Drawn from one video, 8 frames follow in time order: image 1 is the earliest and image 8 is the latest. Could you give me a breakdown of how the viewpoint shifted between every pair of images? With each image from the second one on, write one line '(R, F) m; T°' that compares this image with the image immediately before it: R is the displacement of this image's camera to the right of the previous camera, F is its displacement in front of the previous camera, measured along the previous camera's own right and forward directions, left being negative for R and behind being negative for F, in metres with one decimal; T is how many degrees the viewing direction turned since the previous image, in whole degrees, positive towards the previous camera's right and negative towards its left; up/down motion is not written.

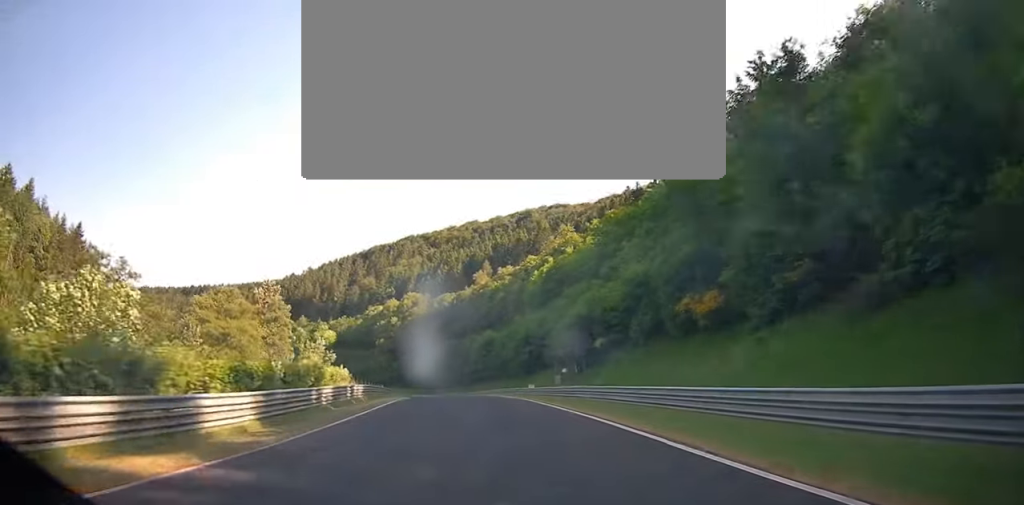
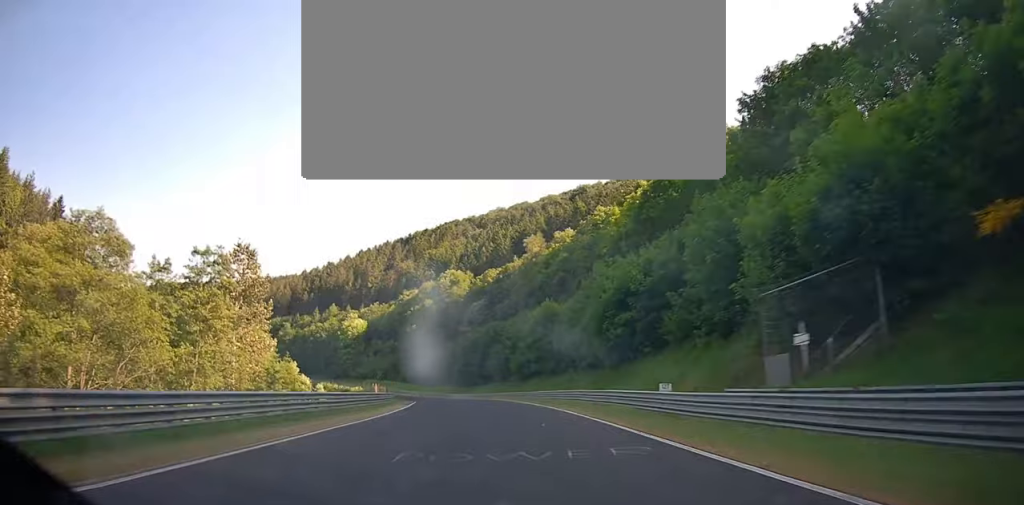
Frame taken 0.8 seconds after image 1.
(-1.1, +33.5) m; -3°
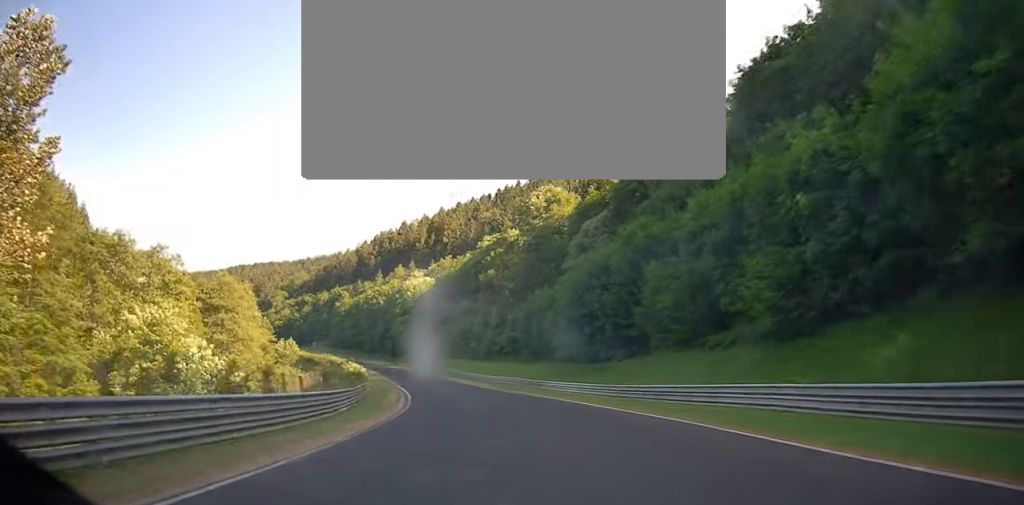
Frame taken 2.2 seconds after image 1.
(-3.8, +60.0) m; -11°
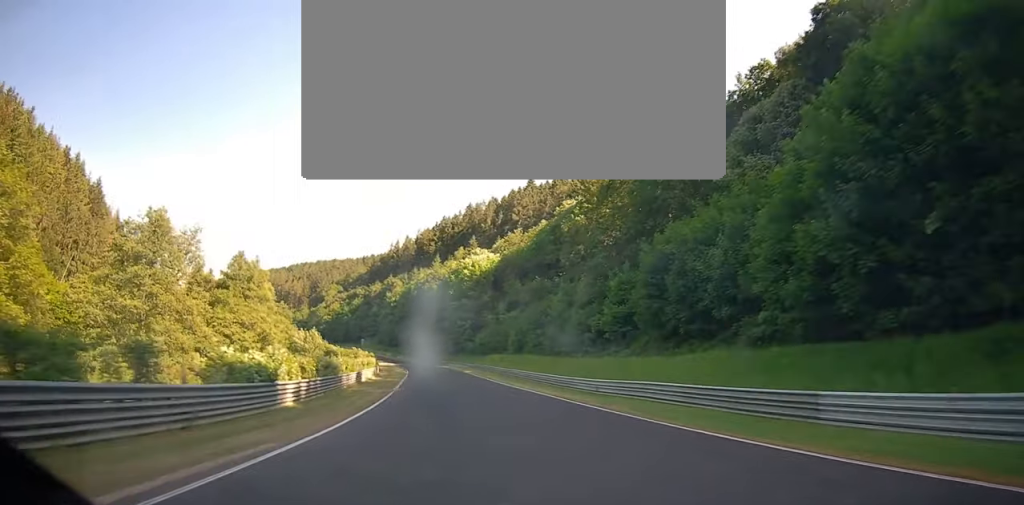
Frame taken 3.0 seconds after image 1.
(-2.0, +36.1) m; -10°
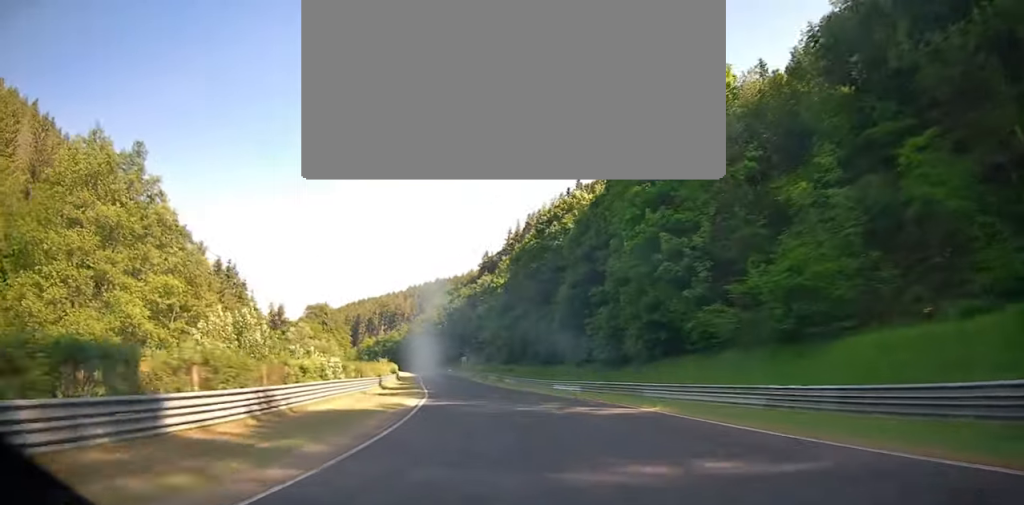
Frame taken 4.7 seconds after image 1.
(-15.4, +79.8) m; -21°
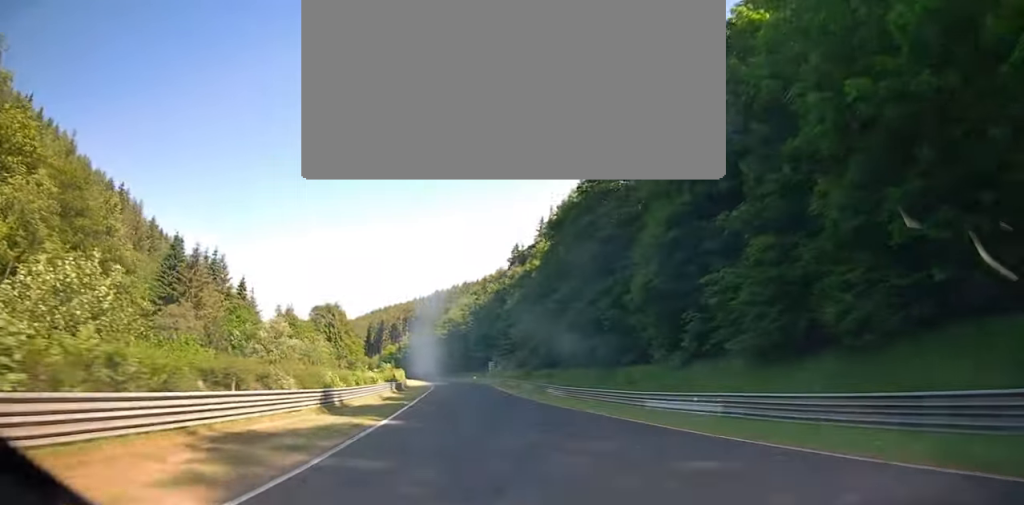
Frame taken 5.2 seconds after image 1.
(-1.3, +23.3) m; -4°
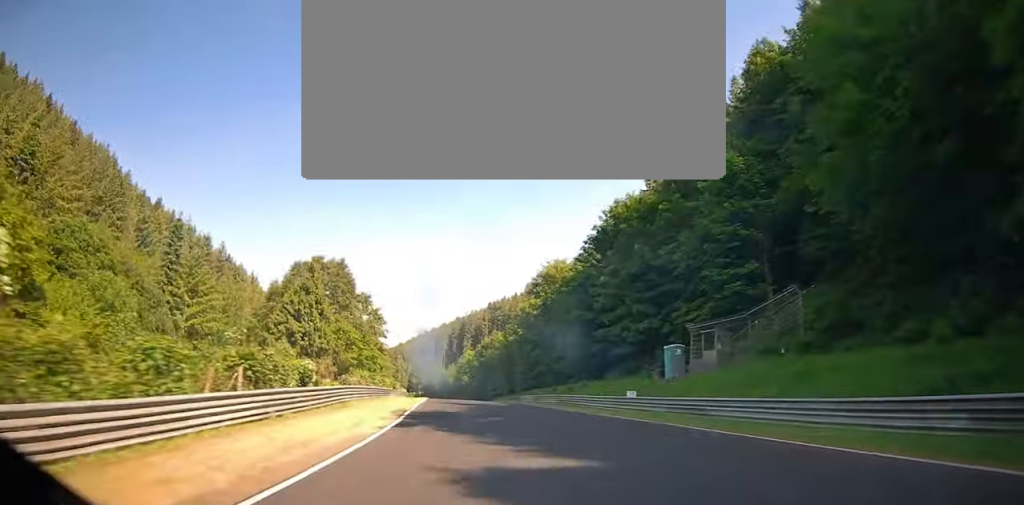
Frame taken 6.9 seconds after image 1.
(-4.5, +79.1) m; -3°
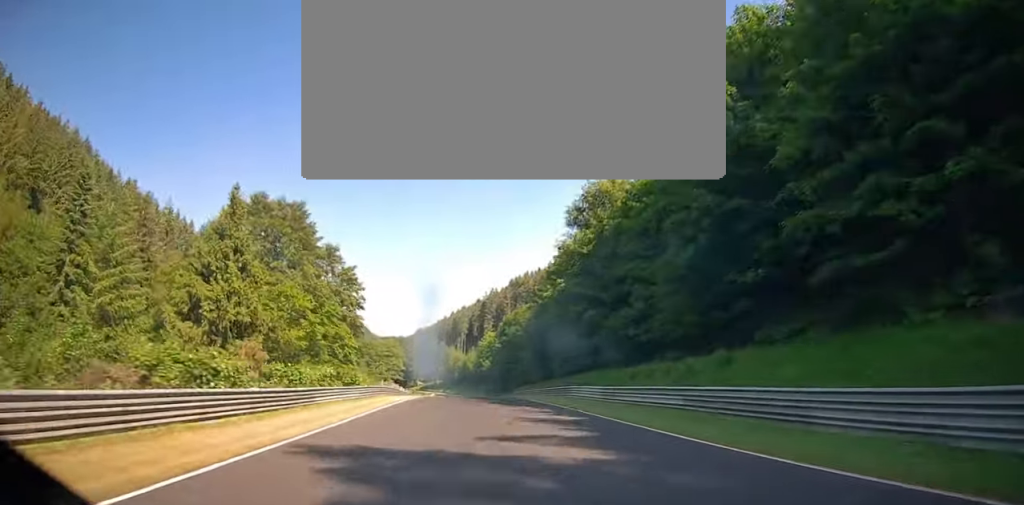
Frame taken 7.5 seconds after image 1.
(-0.7, +28.4) m; -1°
